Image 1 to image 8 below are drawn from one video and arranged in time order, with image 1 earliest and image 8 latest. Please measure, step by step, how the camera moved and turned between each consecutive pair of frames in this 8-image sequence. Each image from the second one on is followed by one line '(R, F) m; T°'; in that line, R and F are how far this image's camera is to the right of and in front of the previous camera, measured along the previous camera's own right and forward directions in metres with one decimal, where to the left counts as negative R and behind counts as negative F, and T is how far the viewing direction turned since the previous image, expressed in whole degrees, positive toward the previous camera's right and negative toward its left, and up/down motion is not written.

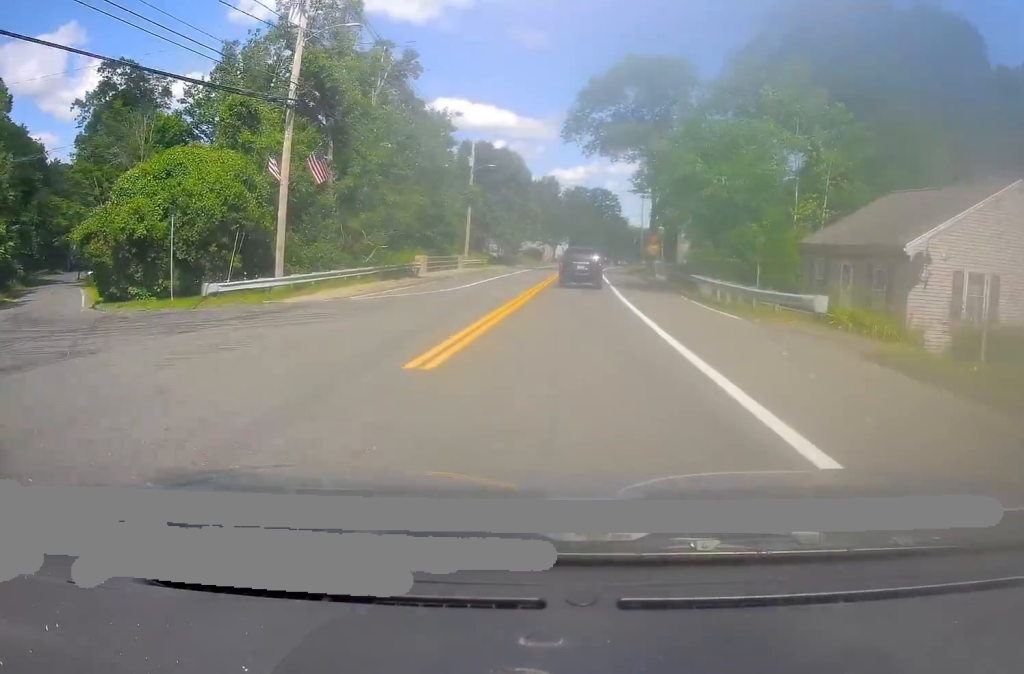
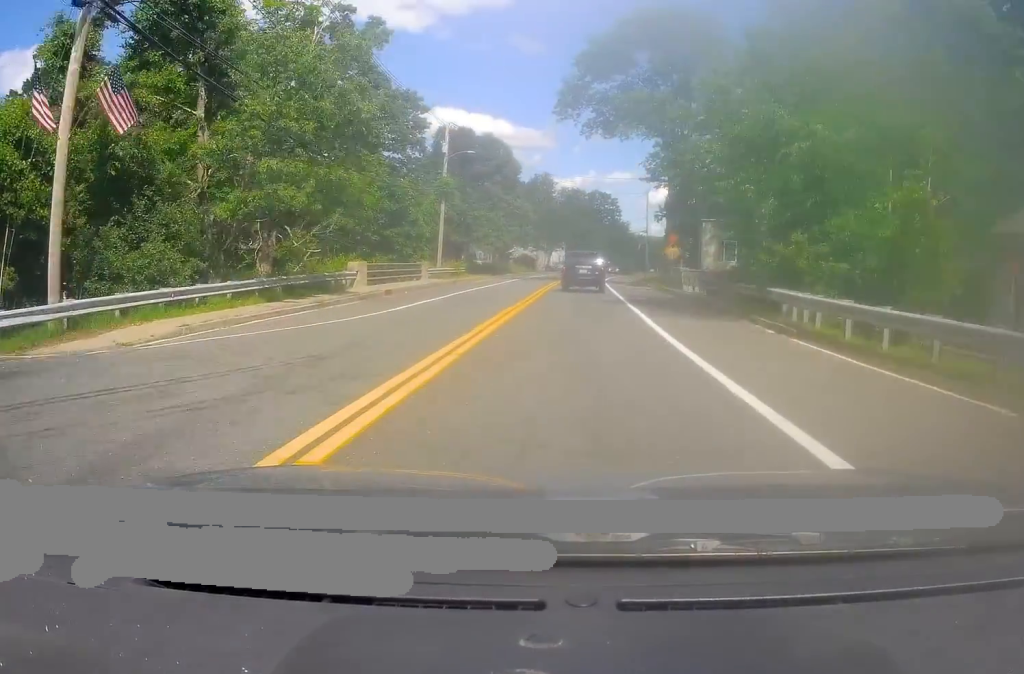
(-0.5, +13.0) m; 0°
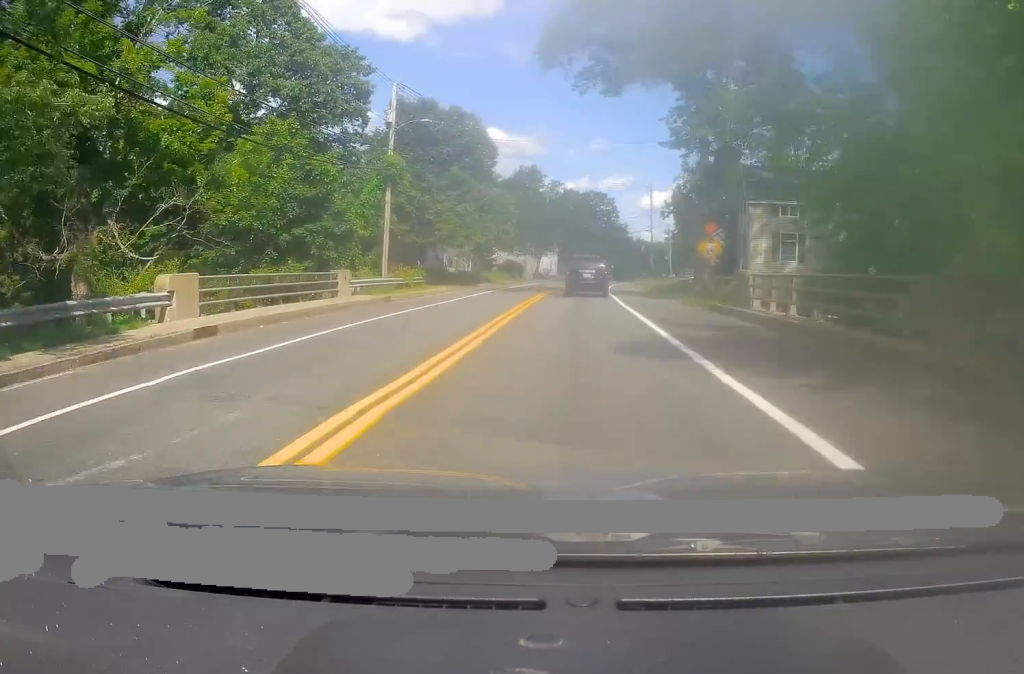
(+0.4, +16.2) m; 0°
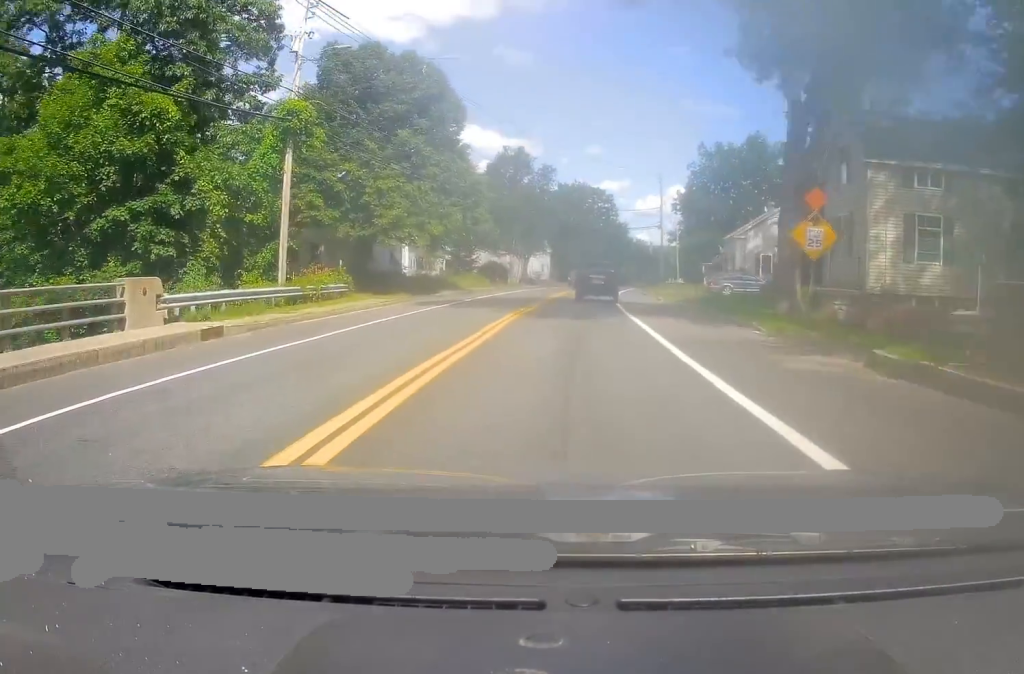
(-0.2, +15.6) m; 0°
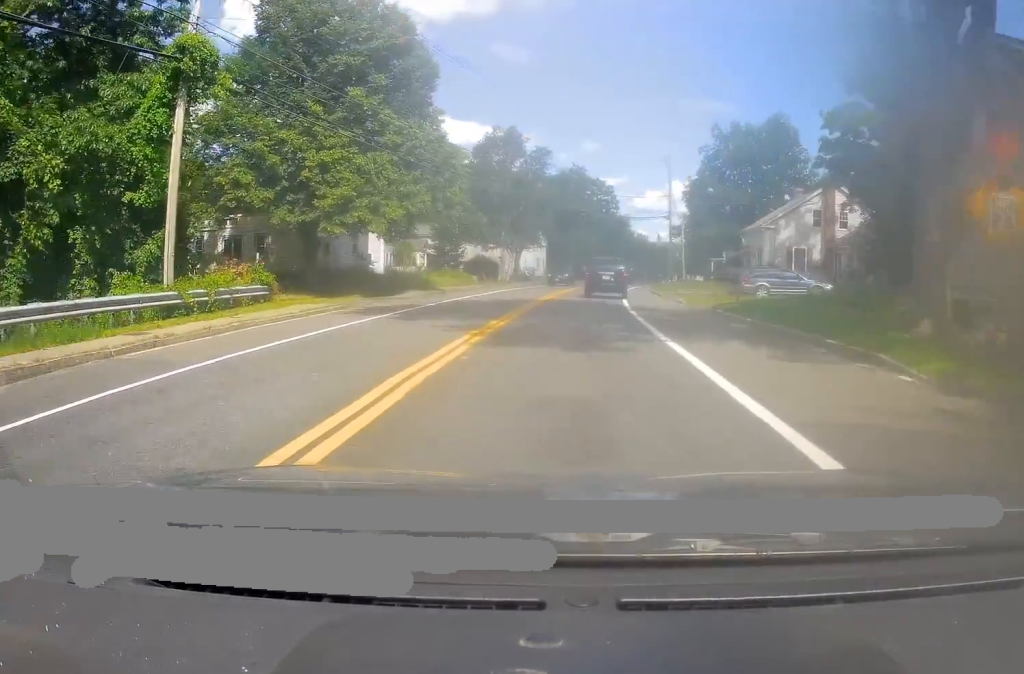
(0.0, +8.8) m; +1°
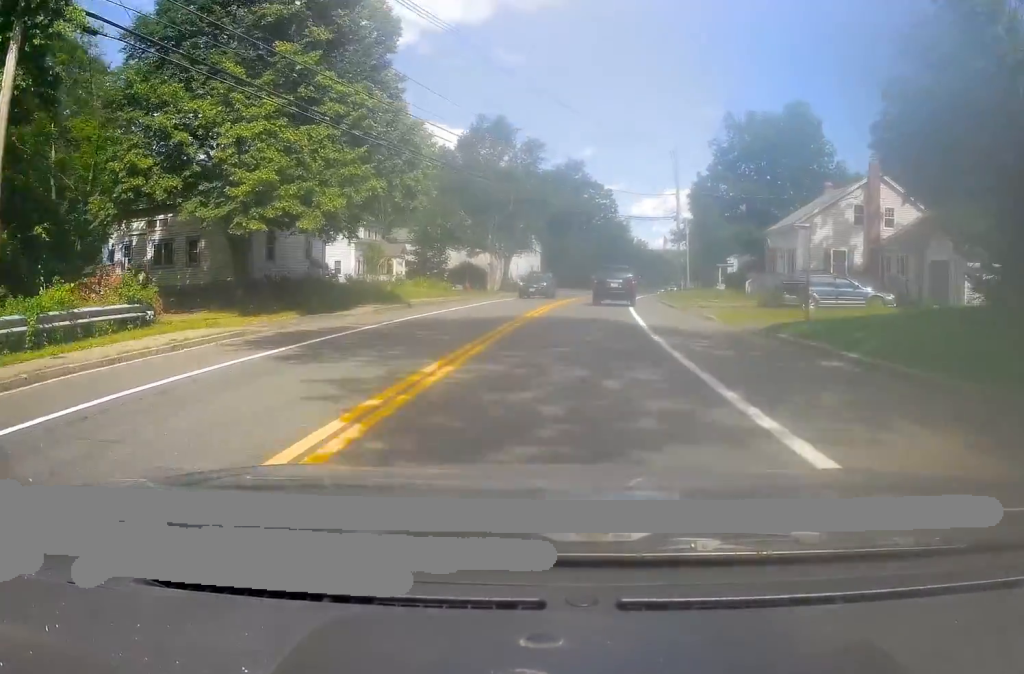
(+0.1, +7.6) m; +2°
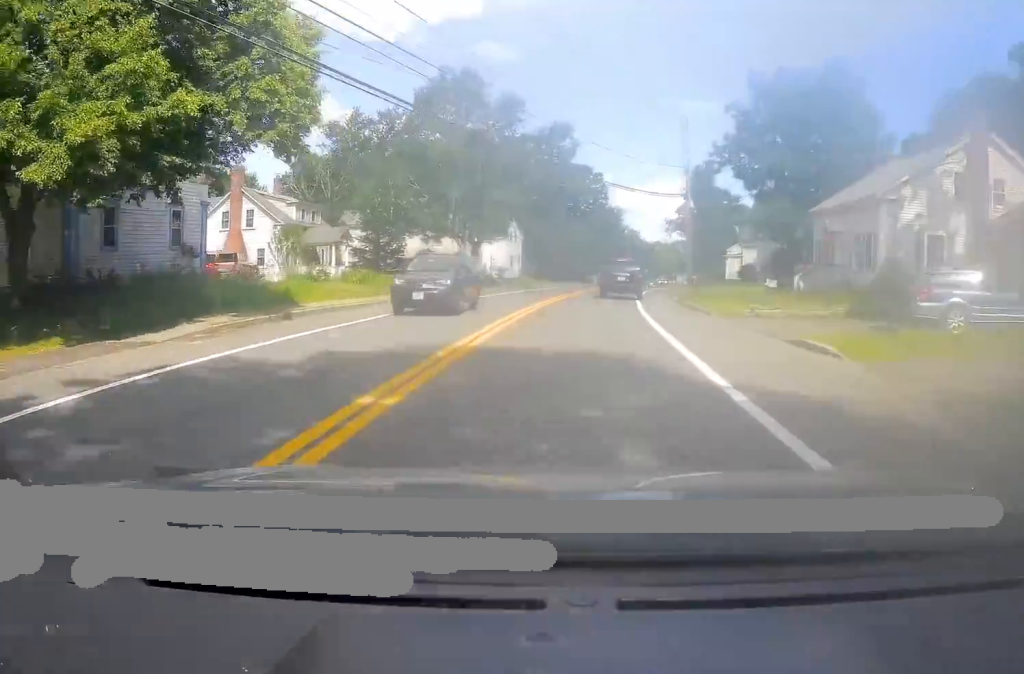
(+0.3, +12.0) m; +1°
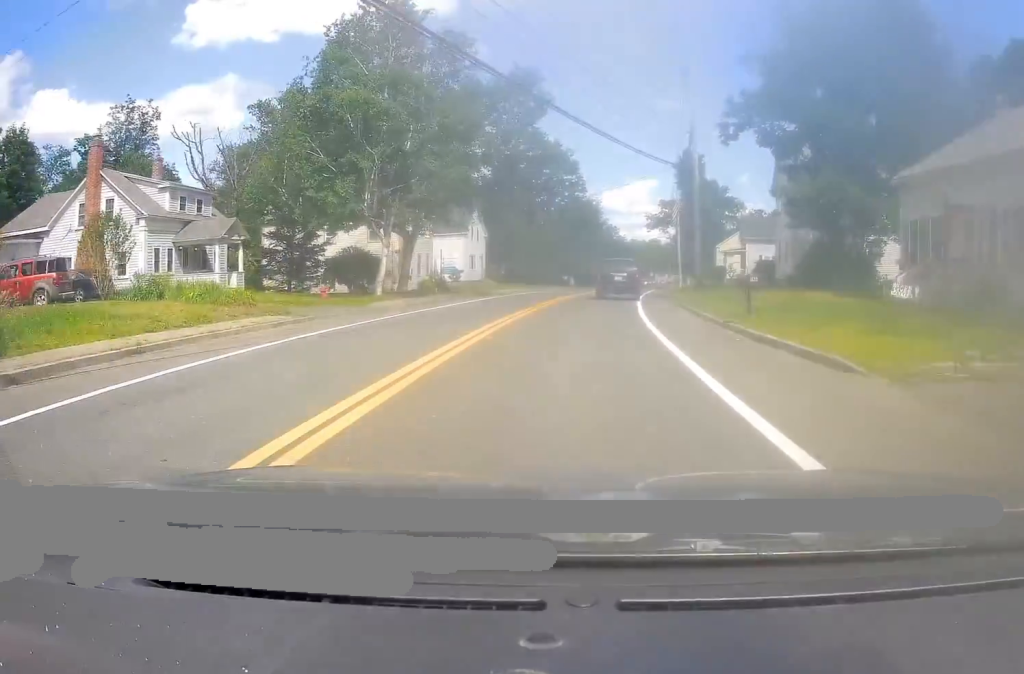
(+0.1, +12.6) m; 0°
